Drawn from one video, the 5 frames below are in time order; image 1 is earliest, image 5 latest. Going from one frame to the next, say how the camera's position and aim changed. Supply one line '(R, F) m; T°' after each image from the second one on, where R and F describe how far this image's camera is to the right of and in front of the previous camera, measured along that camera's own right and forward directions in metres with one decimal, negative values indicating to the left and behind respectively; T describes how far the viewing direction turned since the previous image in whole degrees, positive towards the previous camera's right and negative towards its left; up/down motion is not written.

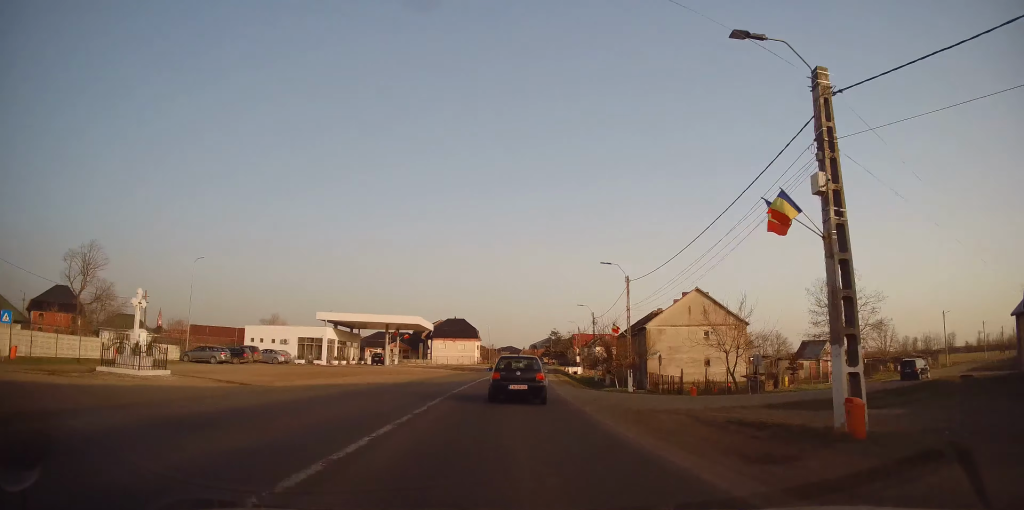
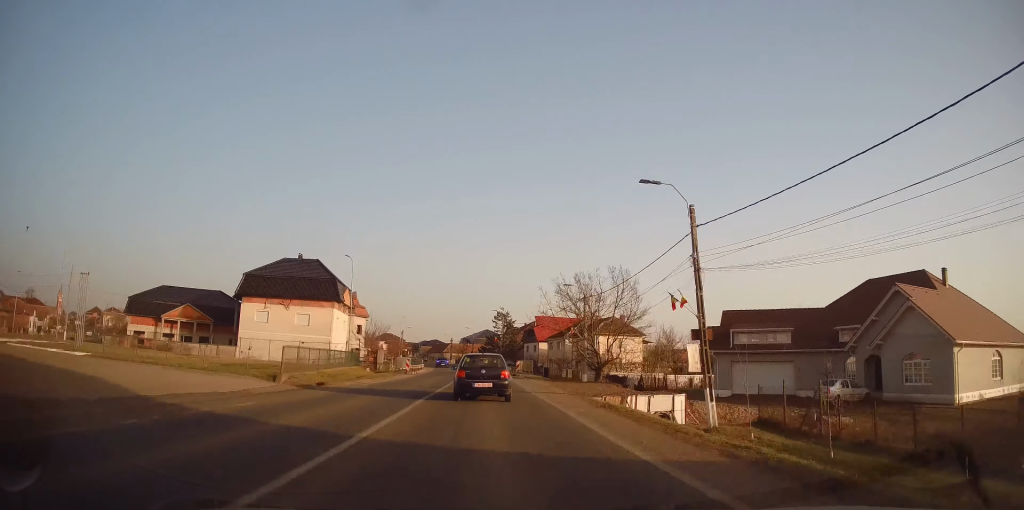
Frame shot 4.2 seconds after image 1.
(+6.8, +76.1) m; +8°
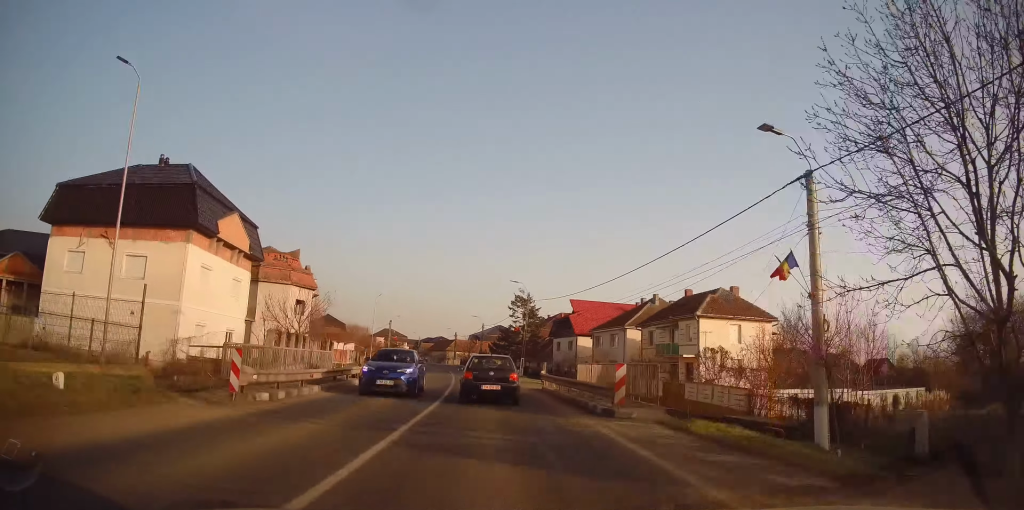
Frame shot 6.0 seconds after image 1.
(+1.1, +30.8) m; +2°
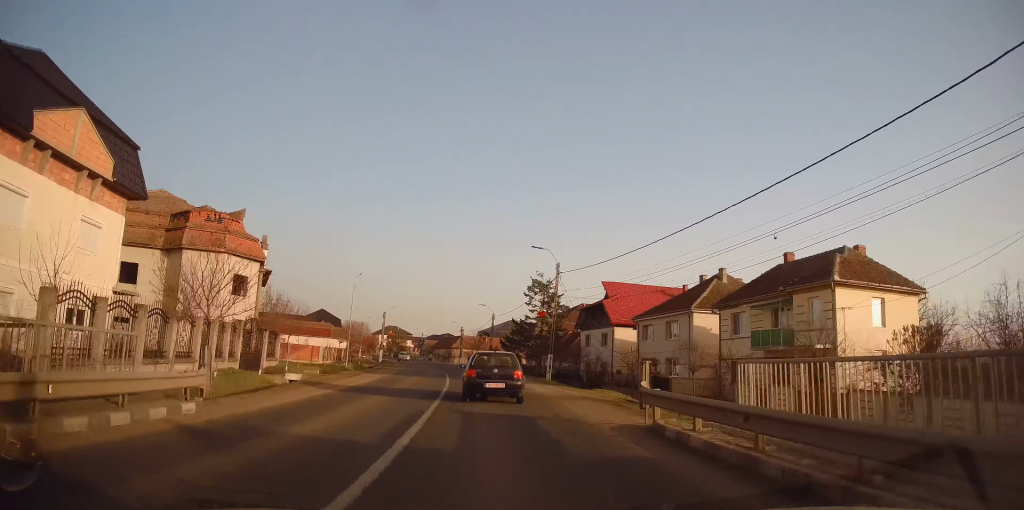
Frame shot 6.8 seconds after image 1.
(-0.1, +15.0) m; -1°
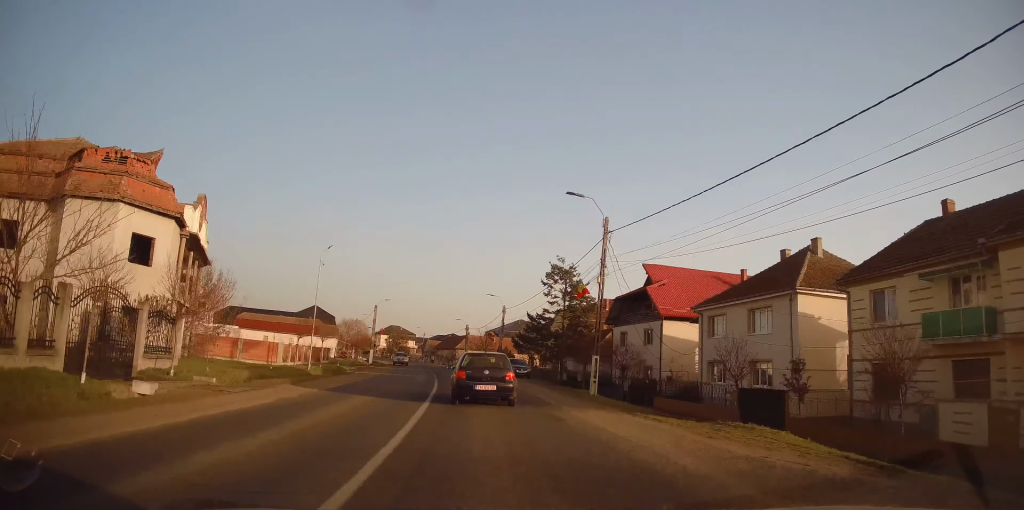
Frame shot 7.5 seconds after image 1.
(-0.1, +12.7) m; -2°
